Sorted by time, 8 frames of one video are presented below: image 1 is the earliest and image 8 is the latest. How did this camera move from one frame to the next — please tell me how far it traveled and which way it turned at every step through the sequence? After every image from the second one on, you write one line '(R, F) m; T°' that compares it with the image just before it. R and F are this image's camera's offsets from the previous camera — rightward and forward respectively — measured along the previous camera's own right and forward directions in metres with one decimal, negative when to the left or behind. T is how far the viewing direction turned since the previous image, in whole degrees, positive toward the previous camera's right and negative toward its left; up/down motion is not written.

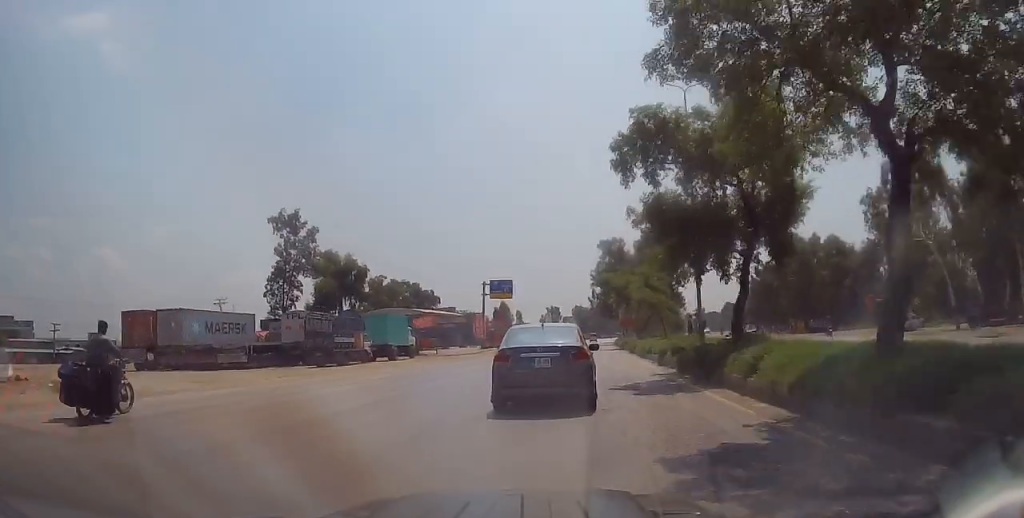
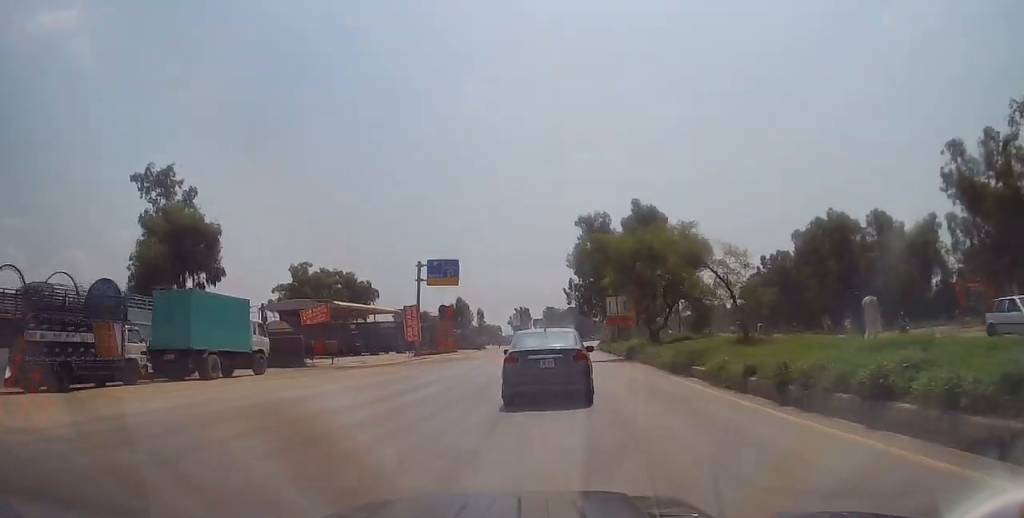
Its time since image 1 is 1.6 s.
(+1.2, +24.0) m; +5°
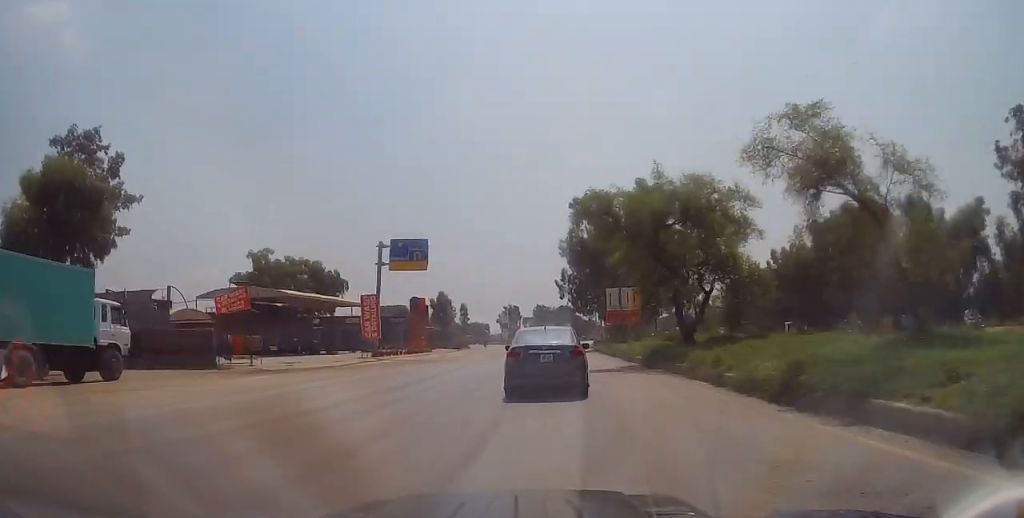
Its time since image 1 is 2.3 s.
(0.0, +10.8) m; 0°
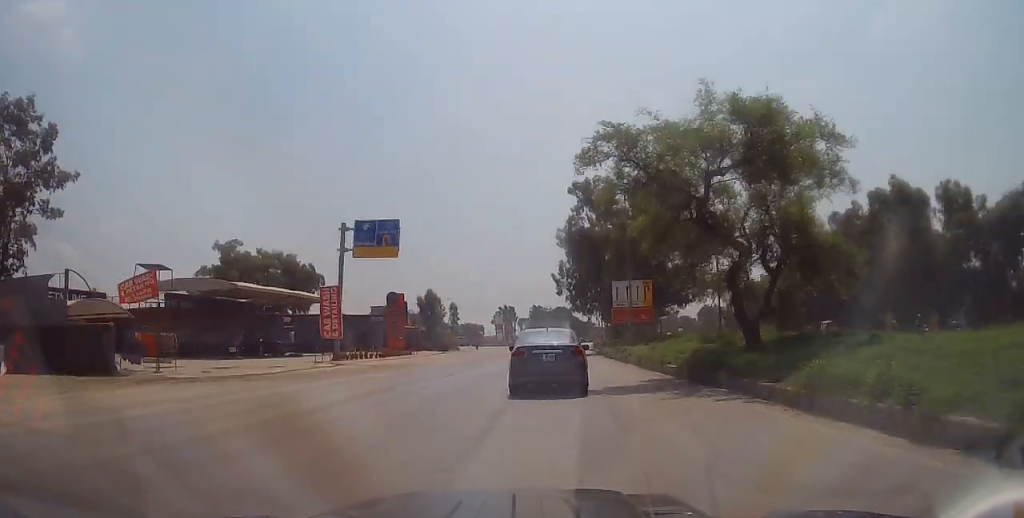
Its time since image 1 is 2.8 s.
(0.0, +8.3) m; 0°
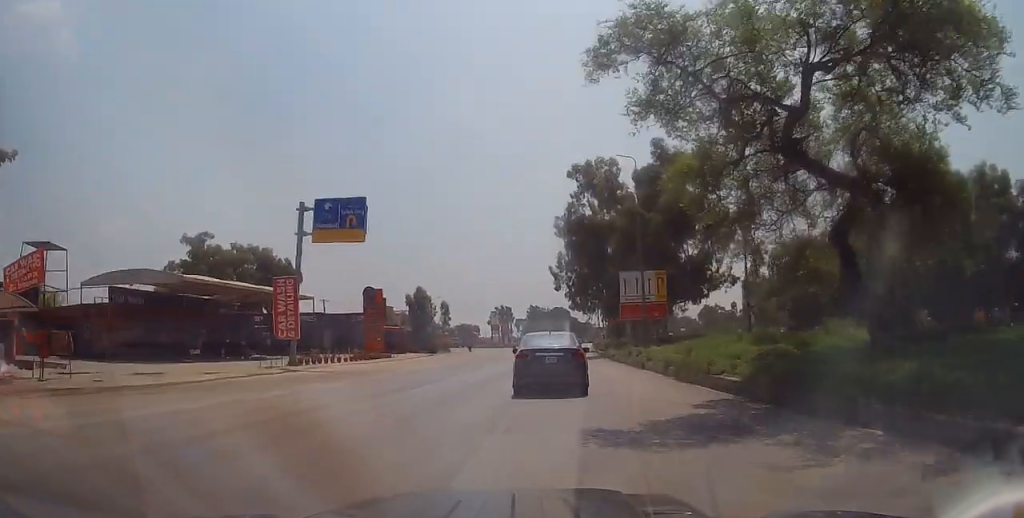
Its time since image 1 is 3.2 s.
(0.0, +6.8) m; 0°
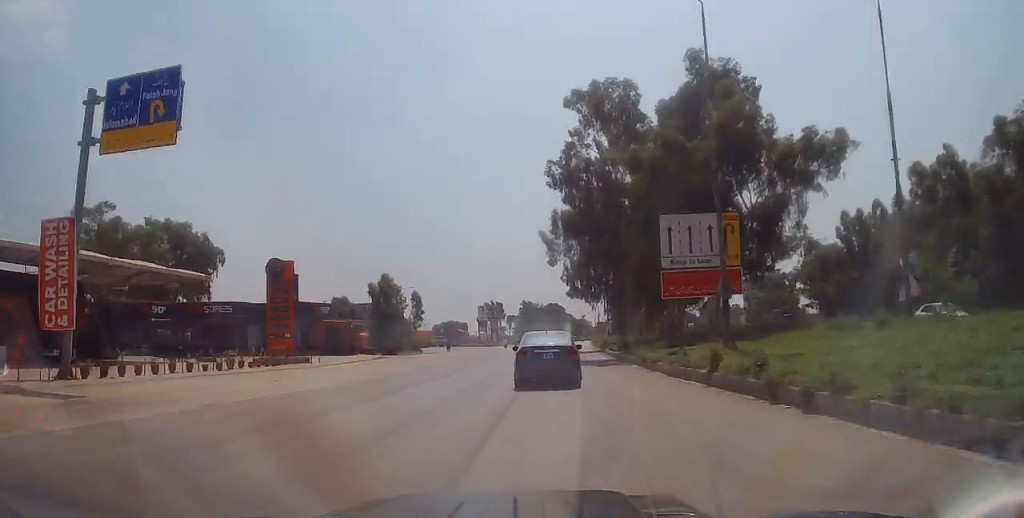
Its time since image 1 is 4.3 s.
(0.0, +17.4) m; 0°
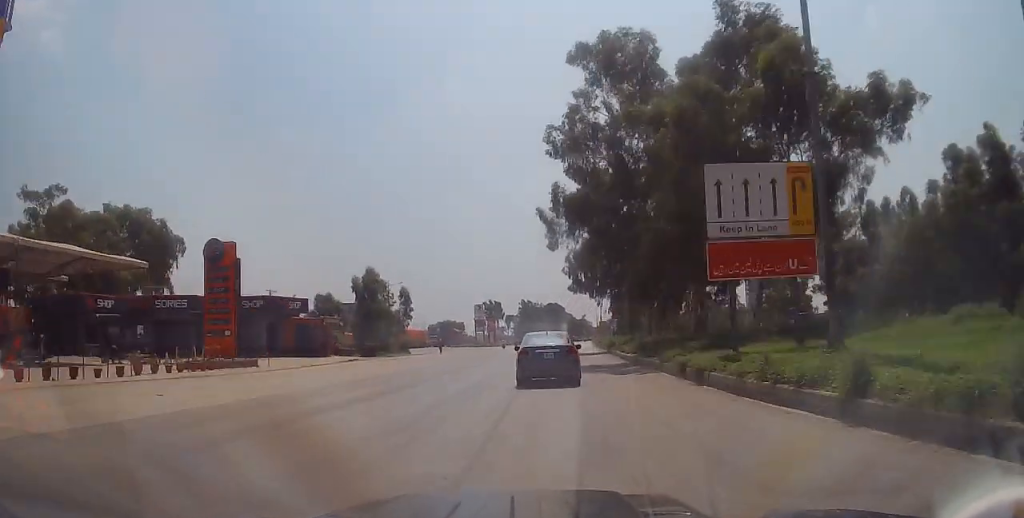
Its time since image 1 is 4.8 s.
(0.0, +6.9) m; +1°
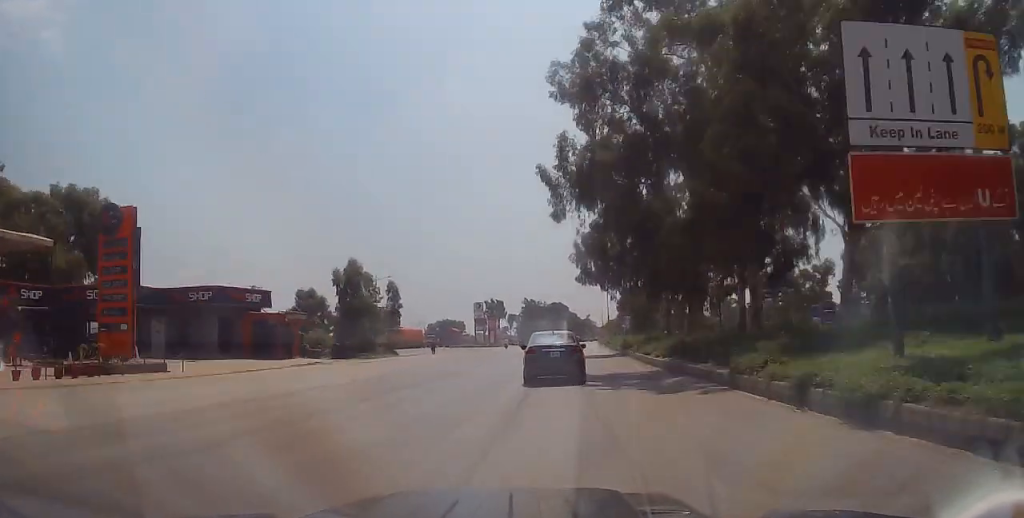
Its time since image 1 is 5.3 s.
(-0.1, +8.0) m; +1°
